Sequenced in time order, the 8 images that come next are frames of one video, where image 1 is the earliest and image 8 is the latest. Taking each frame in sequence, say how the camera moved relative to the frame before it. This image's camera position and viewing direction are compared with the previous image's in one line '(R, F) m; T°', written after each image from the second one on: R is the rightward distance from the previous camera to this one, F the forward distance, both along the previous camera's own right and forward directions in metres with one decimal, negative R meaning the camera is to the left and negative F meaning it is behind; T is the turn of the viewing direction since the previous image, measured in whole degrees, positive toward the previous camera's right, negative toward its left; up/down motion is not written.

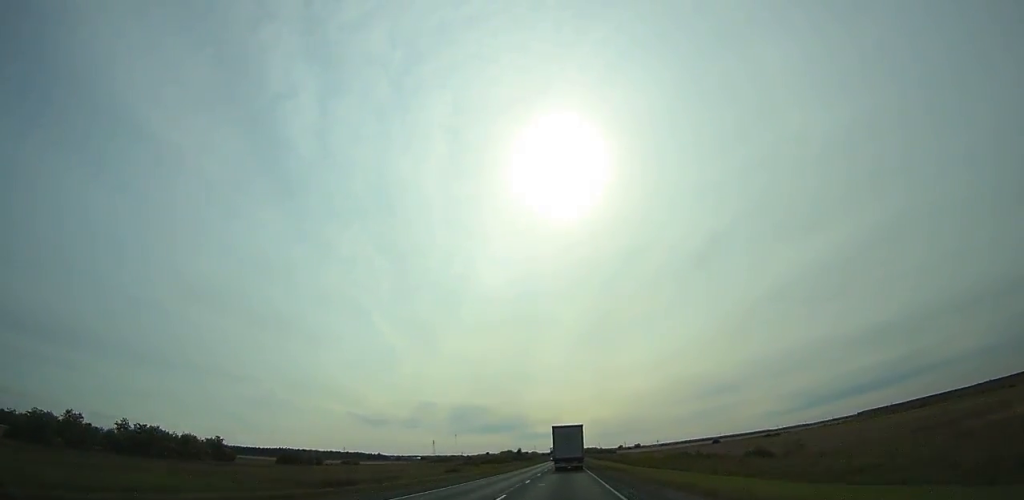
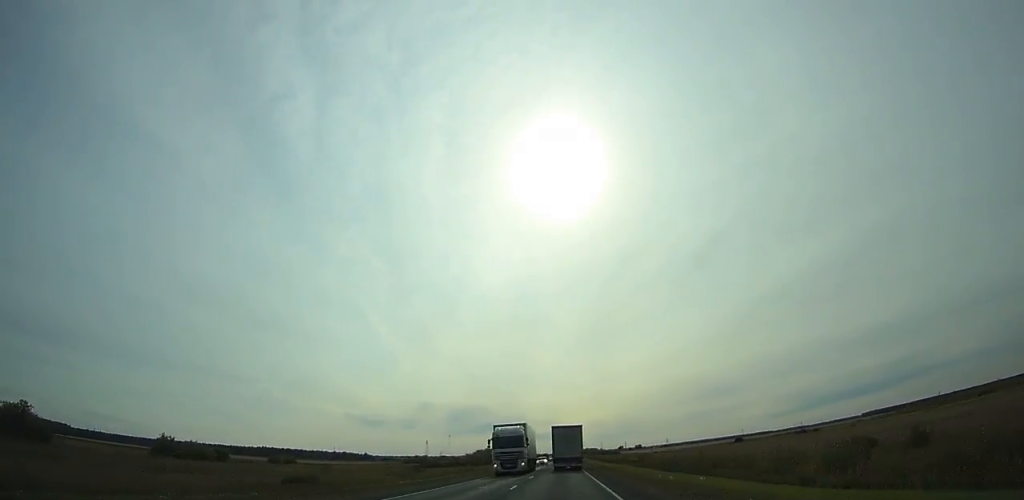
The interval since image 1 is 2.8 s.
(+0.1, +61.8) m; 0°
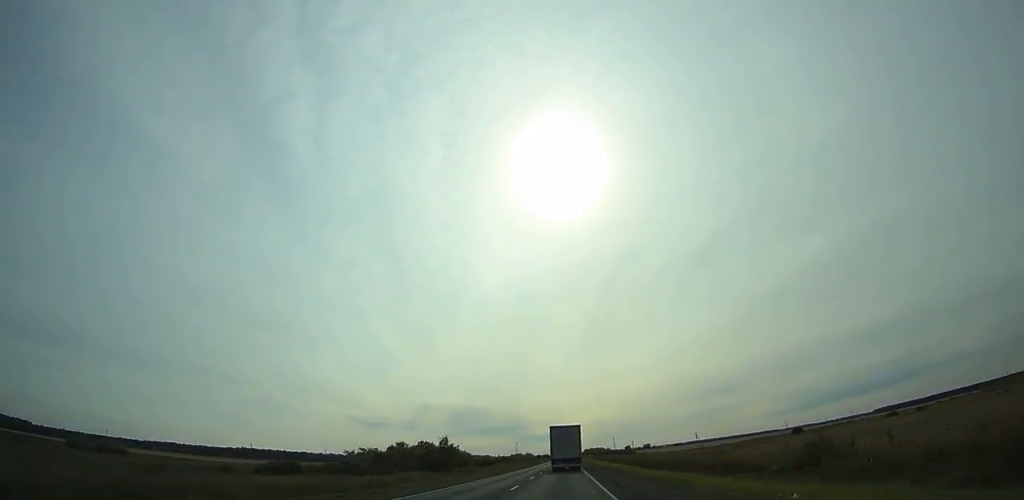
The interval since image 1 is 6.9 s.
(-0.2, +90.9) m; 0°
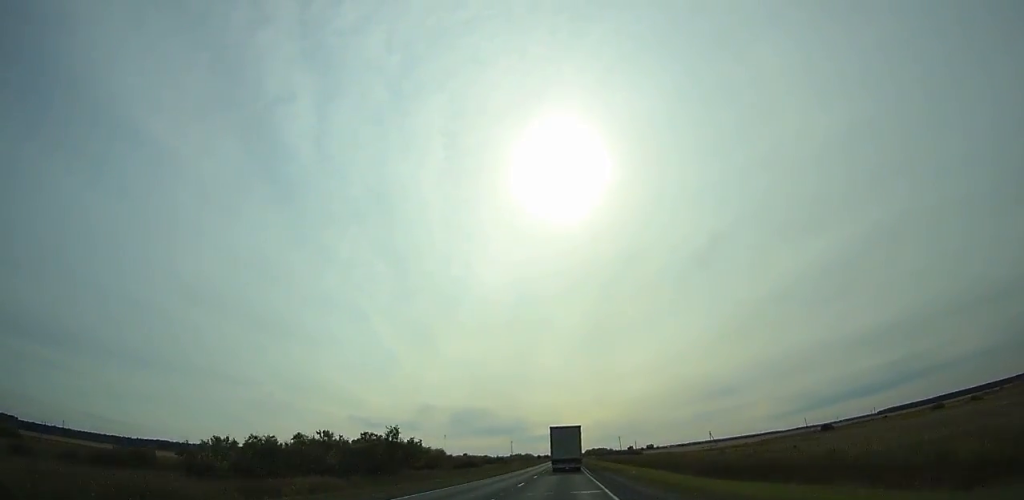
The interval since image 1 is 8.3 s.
(0.0, +31.5) m; 0°
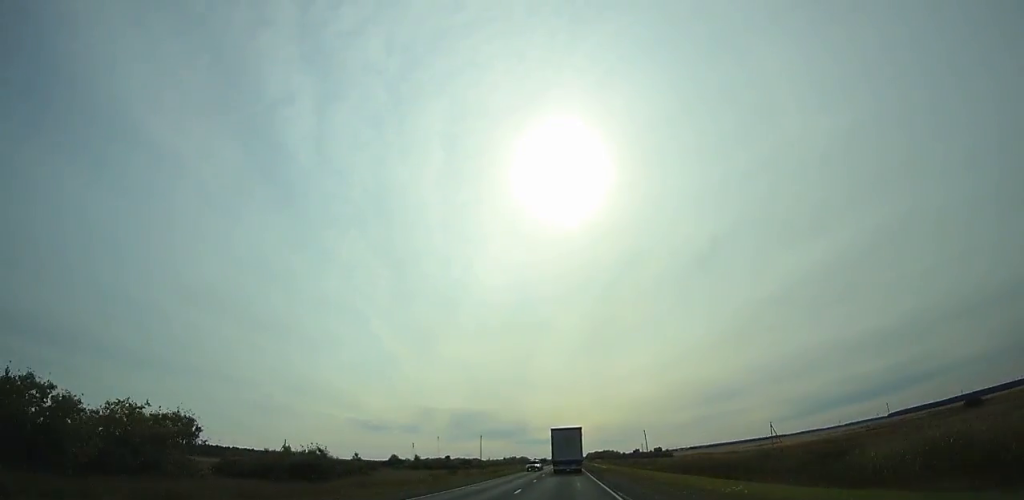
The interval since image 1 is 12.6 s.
(+0.1, +98.9) m; 0°
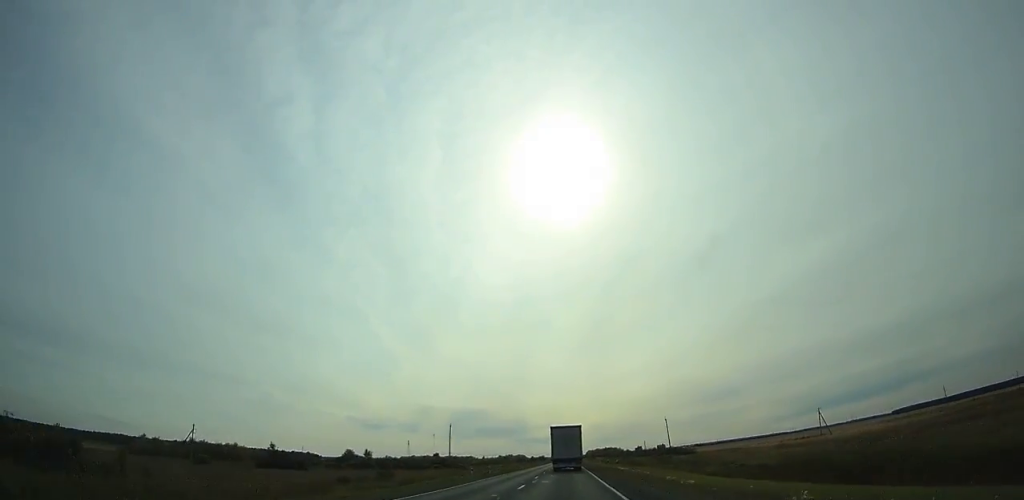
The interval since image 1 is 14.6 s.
(0.0, +46.6) m; 0°
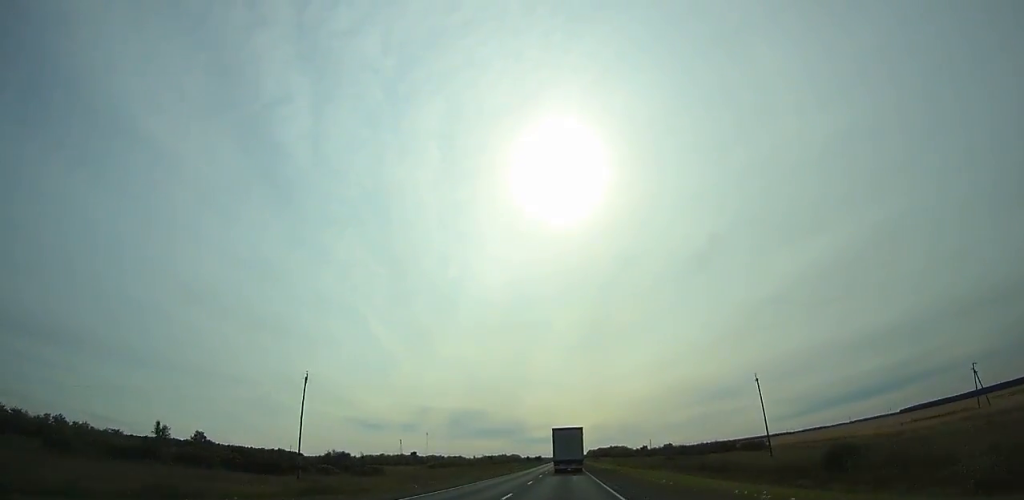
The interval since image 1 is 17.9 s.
(-0.1, +77.4) m; 0°
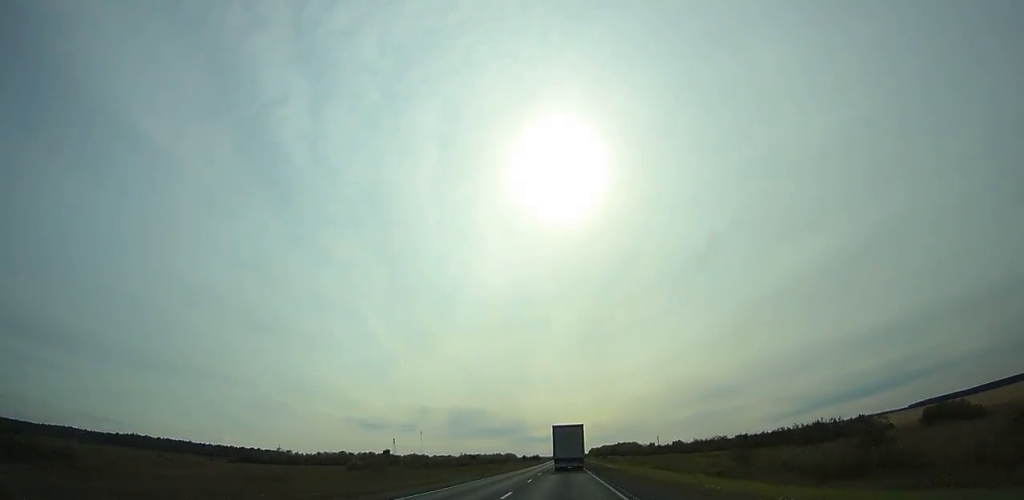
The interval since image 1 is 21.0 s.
(-0.3, +73.4) m; 0°
